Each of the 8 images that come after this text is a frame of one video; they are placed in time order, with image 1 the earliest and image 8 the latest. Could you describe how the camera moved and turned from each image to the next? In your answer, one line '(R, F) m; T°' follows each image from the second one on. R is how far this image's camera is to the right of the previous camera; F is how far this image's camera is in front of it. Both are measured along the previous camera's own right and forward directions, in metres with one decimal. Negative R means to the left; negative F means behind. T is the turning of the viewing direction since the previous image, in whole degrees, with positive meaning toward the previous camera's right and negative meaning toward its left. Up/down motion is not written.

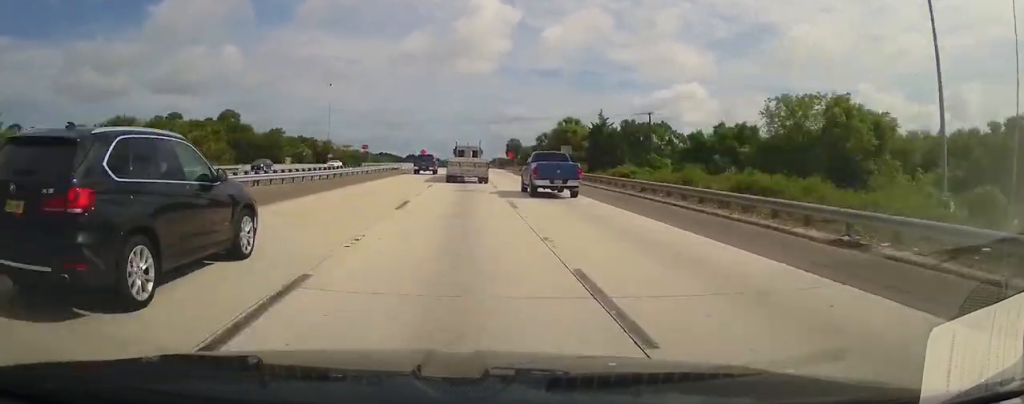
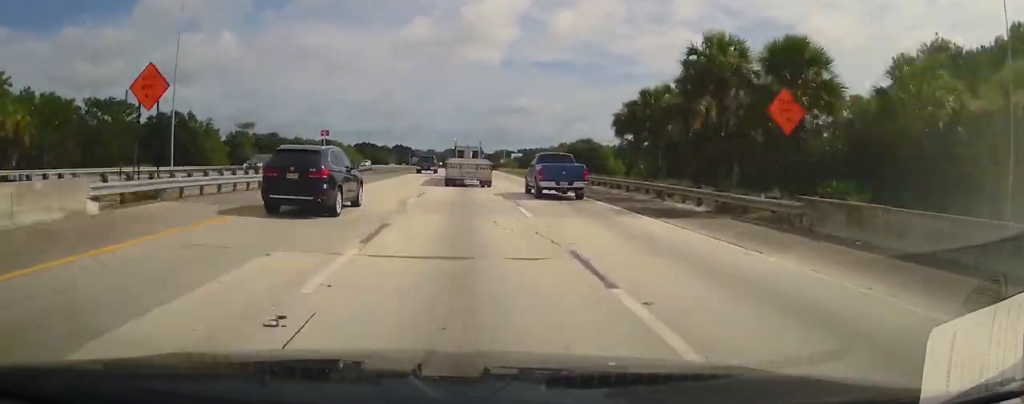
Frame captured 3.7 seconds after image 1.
(-0.9, +120.9) m; 0°
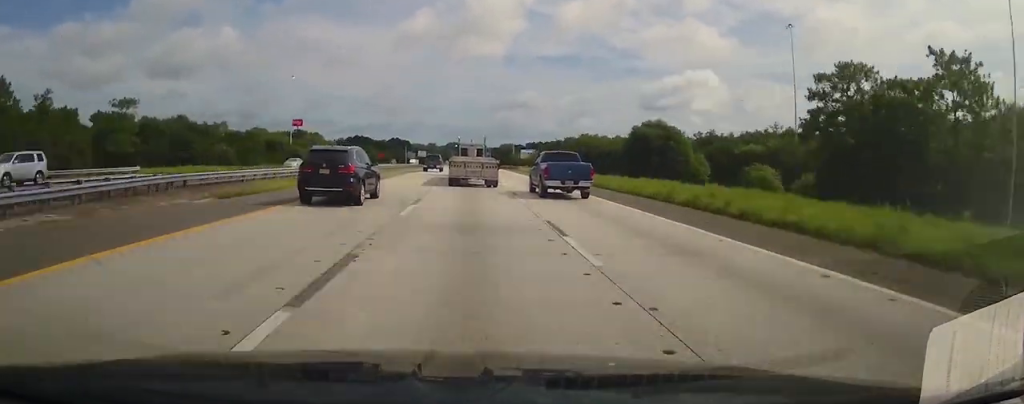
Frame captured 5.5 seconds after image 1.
(0.0, +56.4) m; 0°
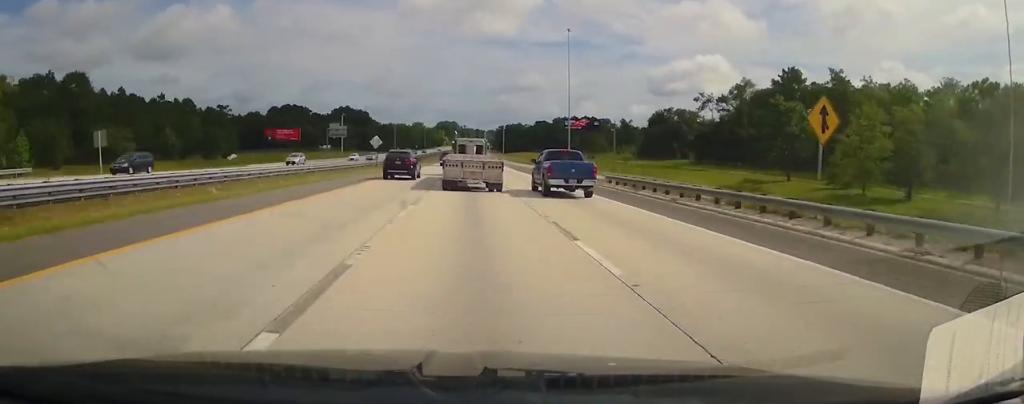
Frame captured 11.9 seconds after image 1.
(+0.6, +208.4) m; 0°
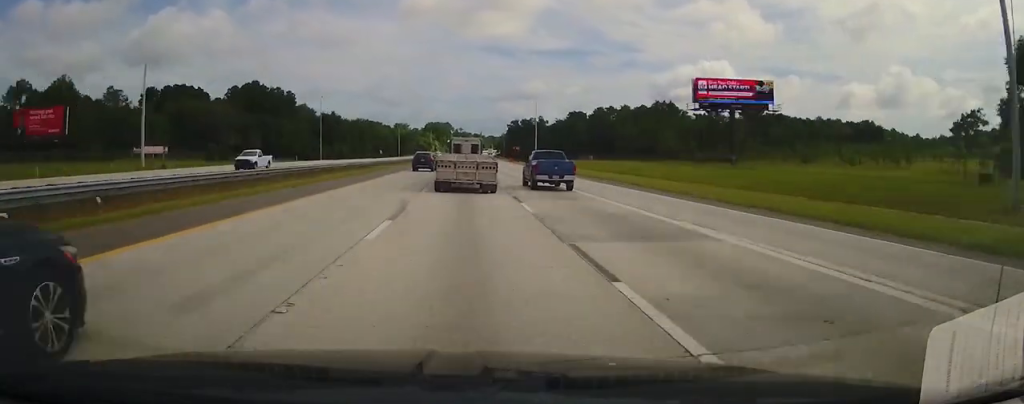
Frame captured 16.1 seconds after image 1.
(-0.4, +140.1) m; 0°
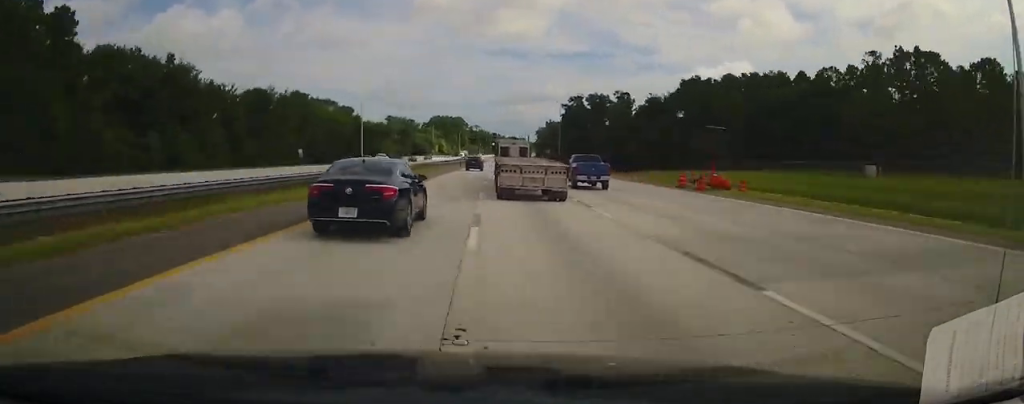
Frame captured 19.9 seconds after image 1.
(+0.2, +124.0) m; +1°
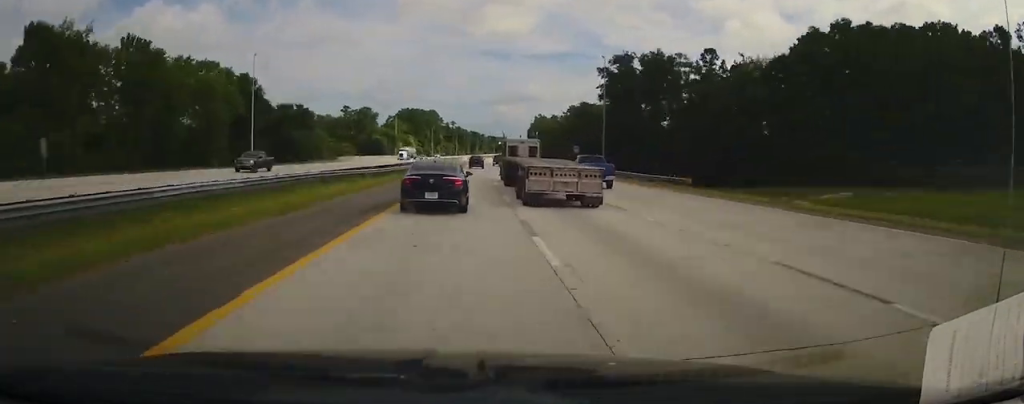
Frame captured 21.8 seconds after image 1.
(+0.7, +63.0) m; +1°
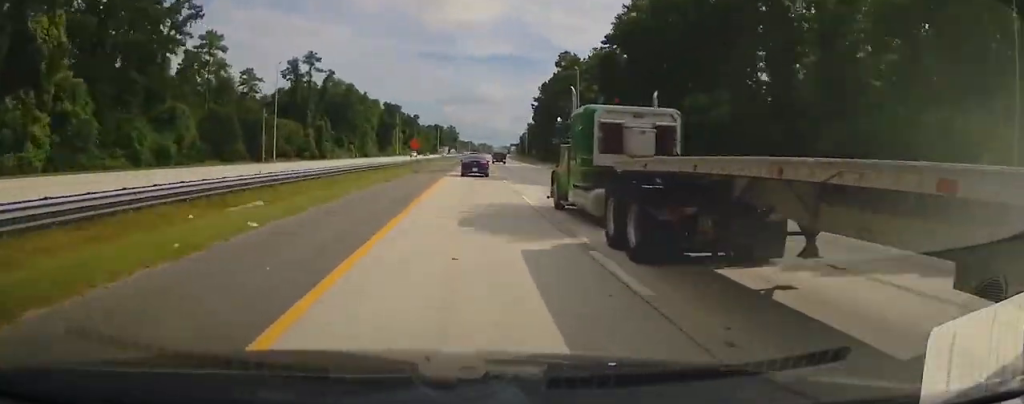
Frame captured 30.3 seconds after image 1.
(+13.8, +290.8) m; +5°
